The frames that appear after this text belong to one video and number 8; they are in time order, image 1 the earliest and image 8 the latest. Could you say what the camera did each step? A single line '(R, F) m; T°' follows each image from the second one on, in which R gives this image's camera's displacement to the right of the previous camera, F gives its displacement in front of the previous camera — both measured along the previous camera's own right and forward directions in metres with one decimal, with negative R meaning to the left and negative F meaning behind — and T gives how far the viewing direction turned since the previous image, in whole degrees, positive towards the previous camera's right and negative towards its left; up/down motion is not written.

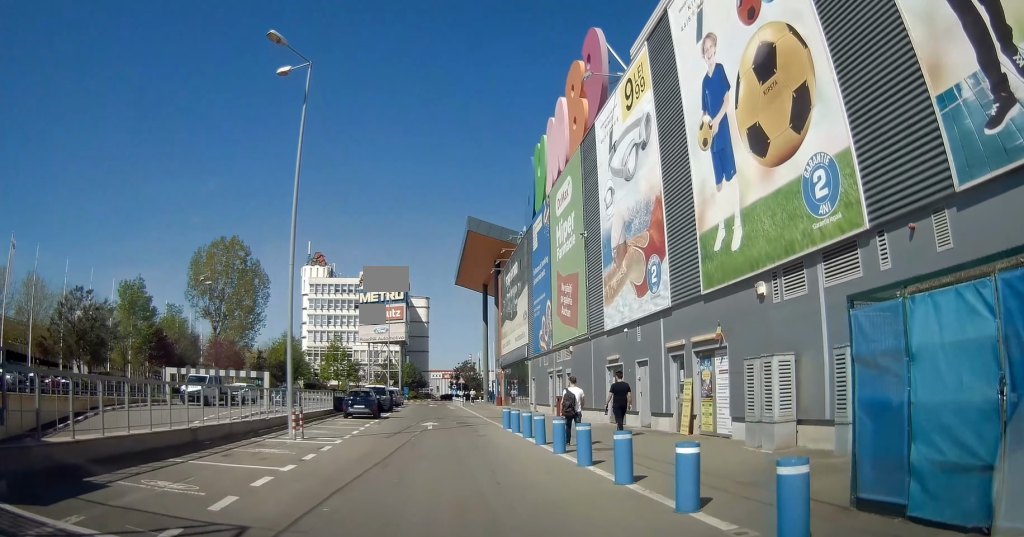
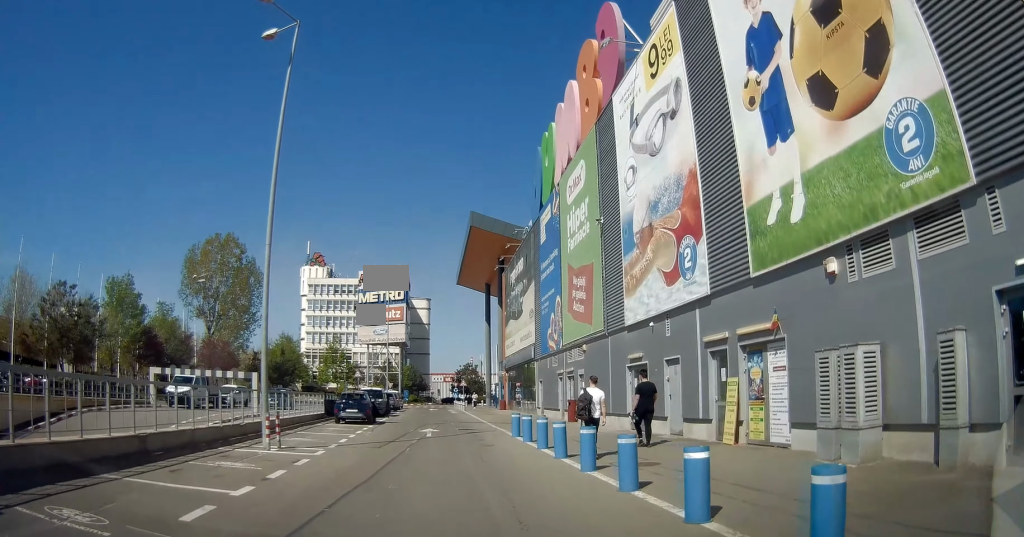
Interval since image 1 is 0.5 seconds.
(0.0, +2.5) m; -2°
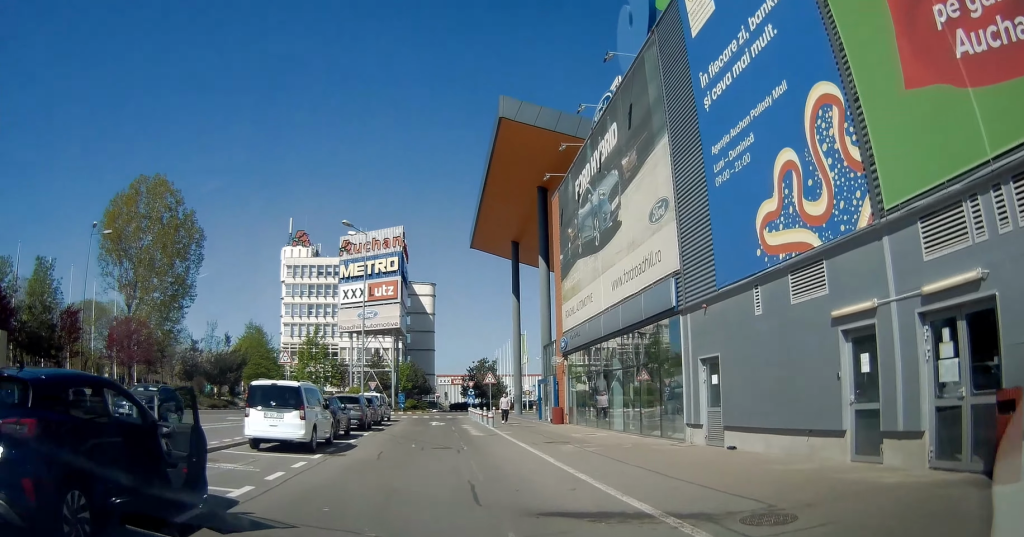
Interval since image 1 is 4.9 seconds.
(-0.8, +22.5) m; +2°
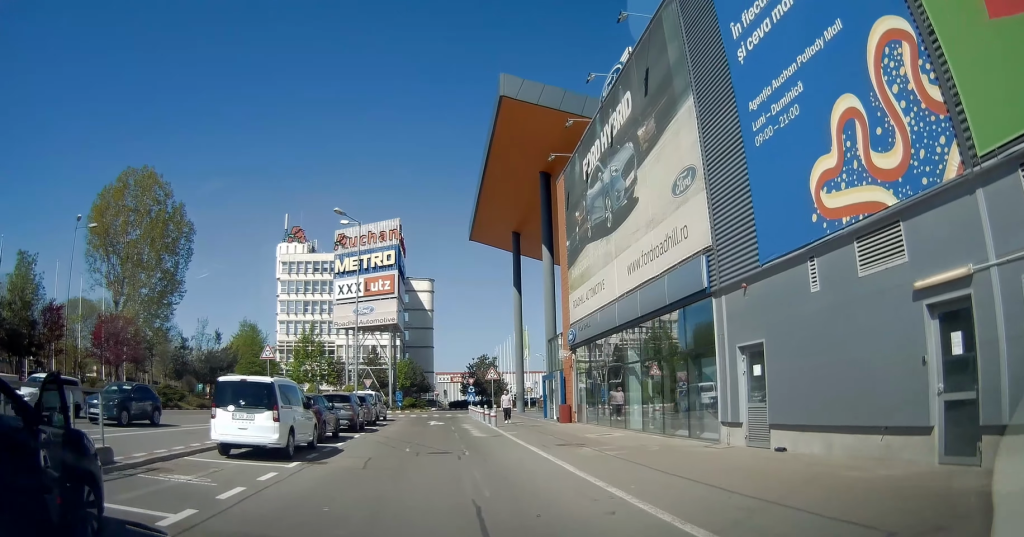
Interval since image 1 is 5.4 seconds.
(0.0, +2.1) m; +1°
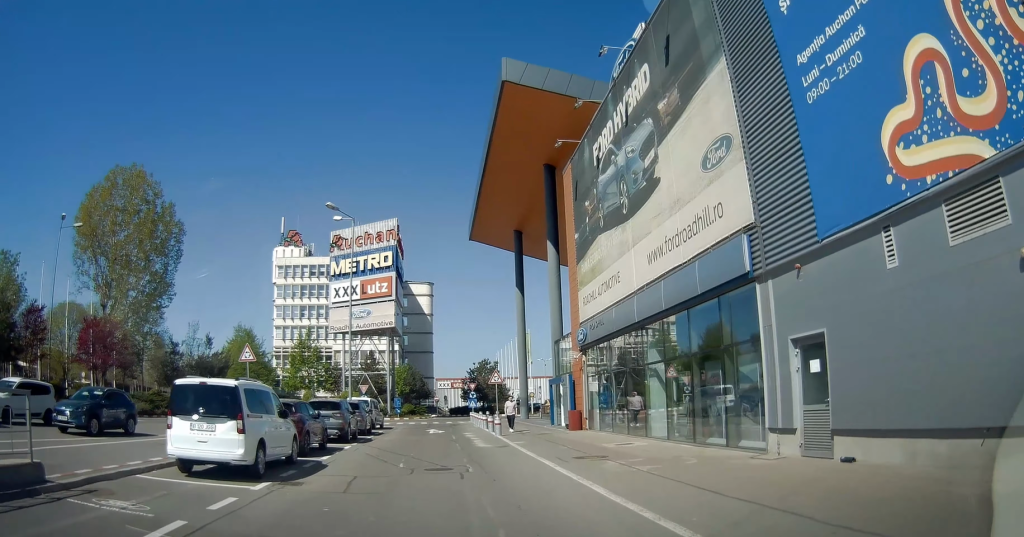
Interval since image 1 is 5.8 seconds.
(0.0, +2.1) m; 0°
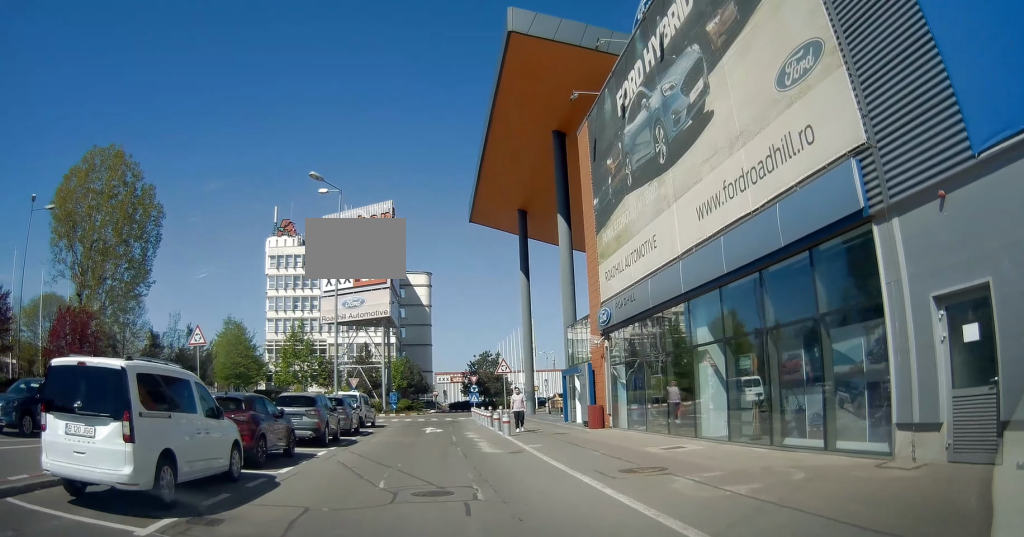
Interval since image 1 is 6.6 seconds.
(0.0, +3.8) m; -3°
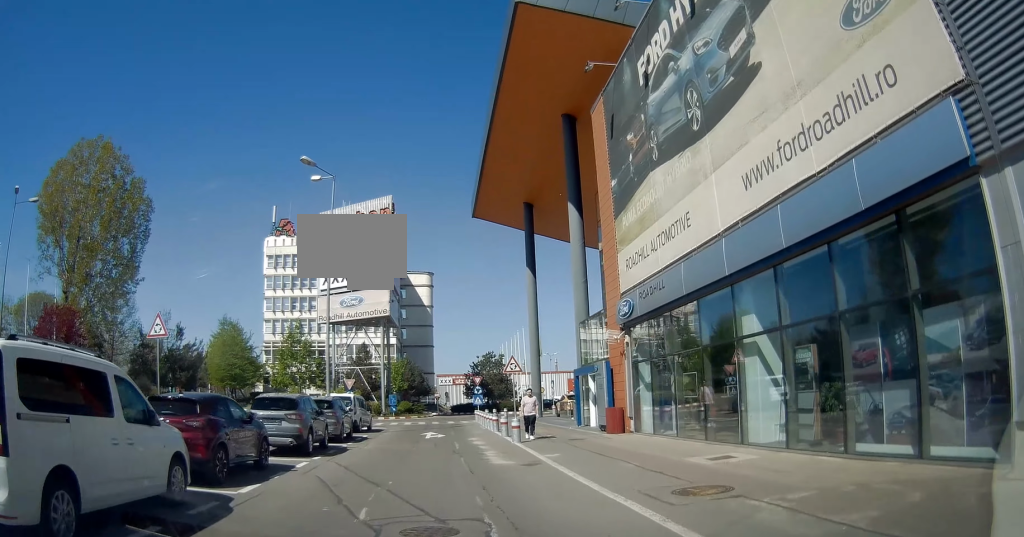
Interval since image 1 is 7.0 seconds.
(+0.1, +2.3) m; -3°
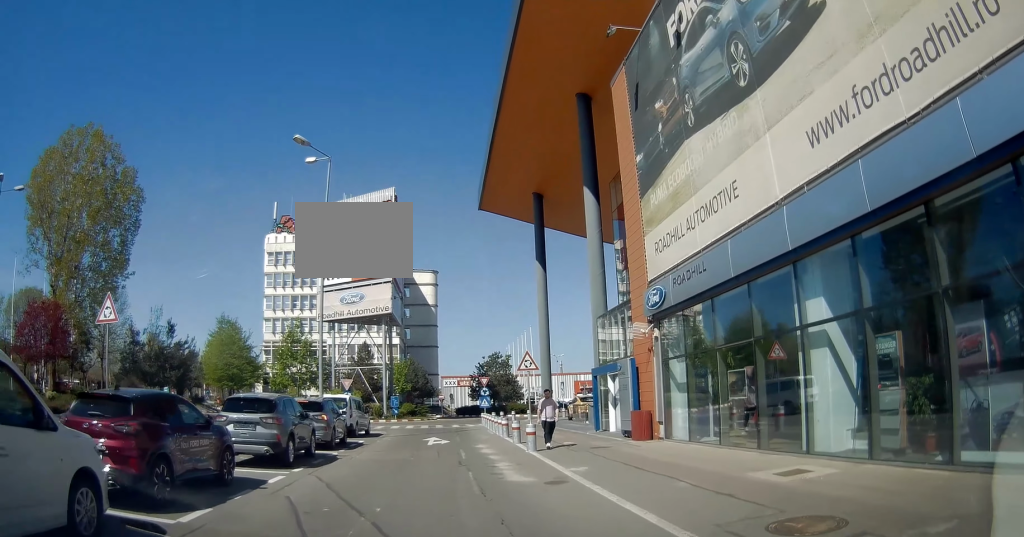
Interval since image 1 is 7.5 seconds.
(-0.2, +2.3) m; 0°
